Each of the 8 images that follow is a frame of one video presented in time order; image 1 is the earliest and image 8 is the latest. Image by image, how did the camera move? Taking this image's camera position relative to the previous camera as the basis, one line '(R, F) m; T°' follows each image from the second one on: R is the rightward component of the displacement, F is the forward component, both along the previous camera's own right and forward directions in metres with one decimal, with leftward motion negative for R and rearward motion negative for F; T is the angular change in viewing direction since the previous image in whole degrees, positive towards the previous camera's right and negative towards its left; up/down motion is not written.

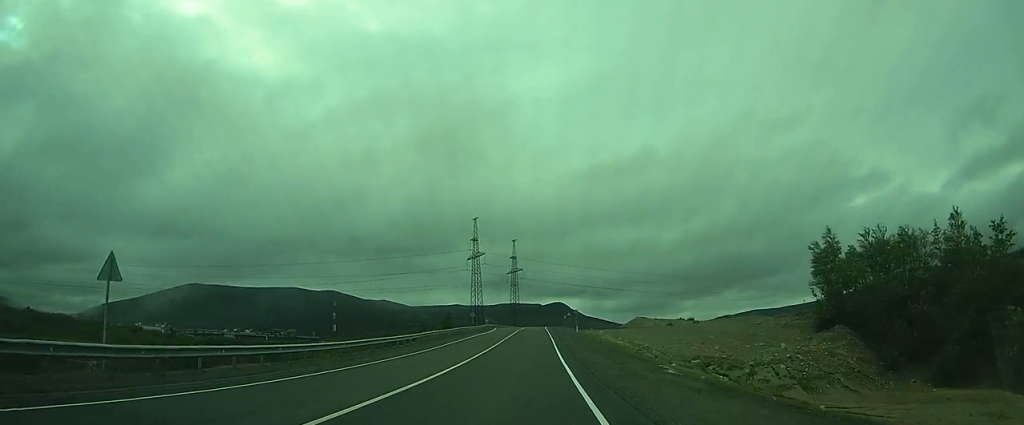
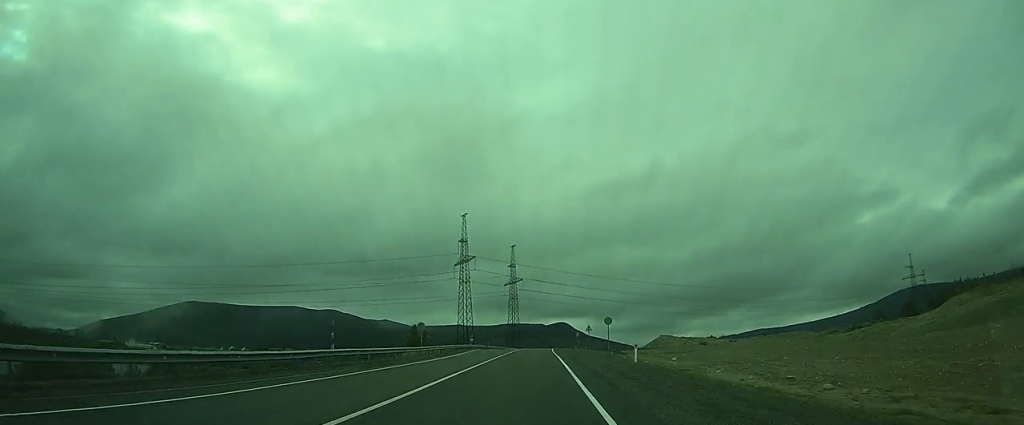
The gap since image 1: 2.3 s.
(-0.3, +44.8) m; 0°
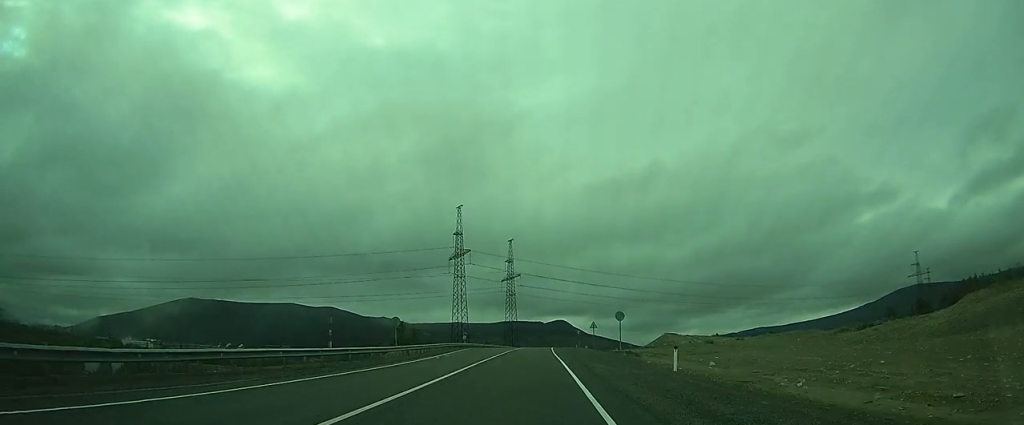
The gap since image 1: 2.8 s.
(0.0, +9.2) m; 0°
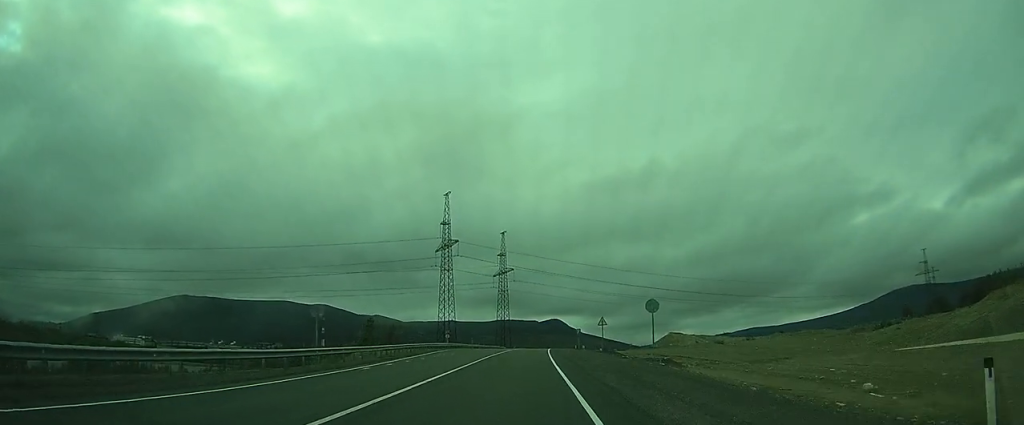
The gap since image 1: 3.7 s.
(+0.2, +15.0) m; +1°
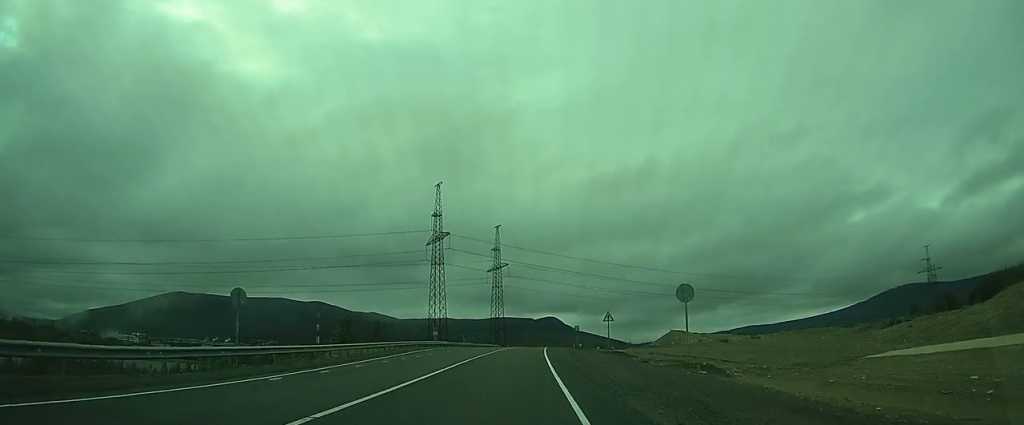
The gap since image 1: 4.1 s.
(0.0, +7.6) m; 0°
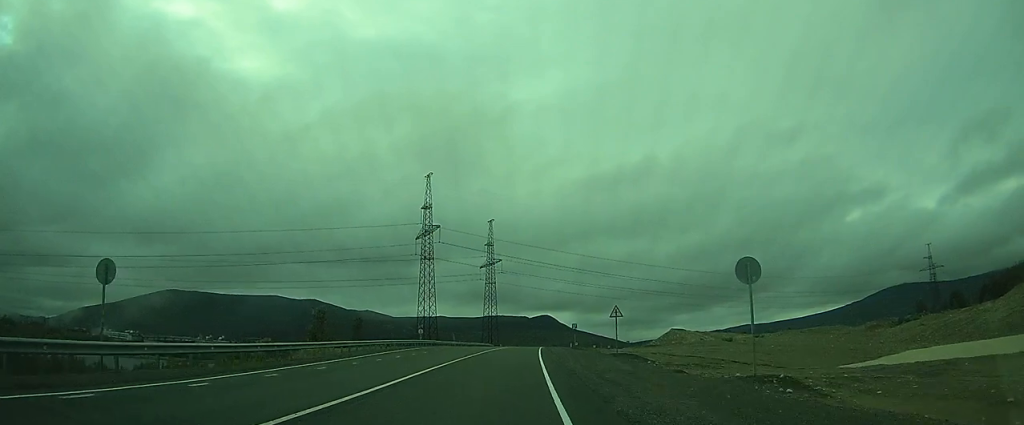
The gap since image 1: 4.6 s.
(0.0, +7.5) m; 0°
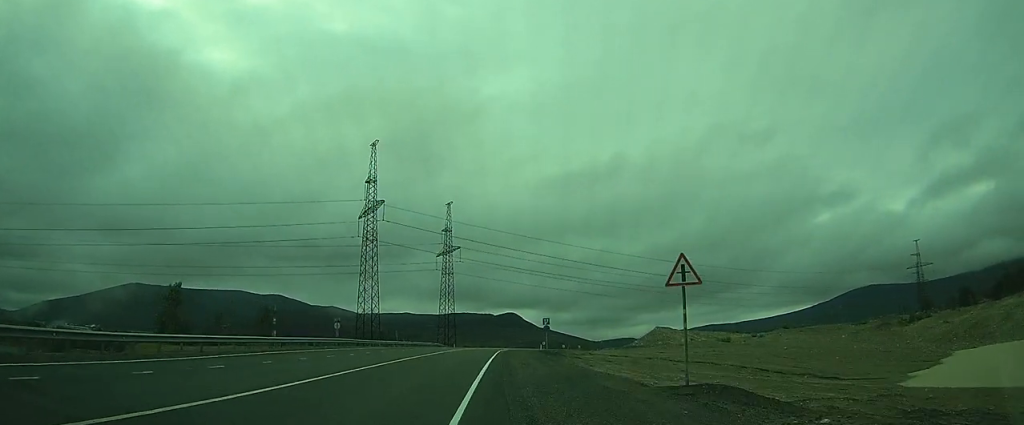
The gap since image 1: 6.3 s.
(-0.2, +25.0) m; 0°
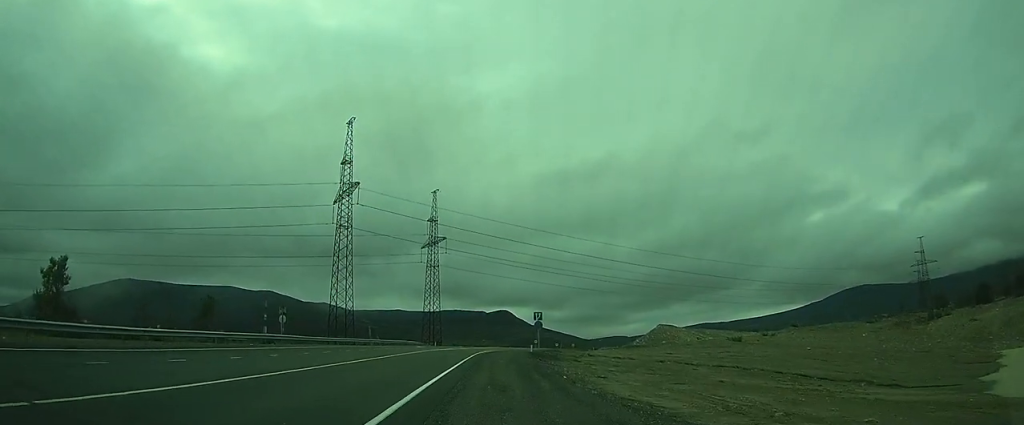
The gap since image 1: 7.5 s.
(+0.2, +16.6) m; 0°
